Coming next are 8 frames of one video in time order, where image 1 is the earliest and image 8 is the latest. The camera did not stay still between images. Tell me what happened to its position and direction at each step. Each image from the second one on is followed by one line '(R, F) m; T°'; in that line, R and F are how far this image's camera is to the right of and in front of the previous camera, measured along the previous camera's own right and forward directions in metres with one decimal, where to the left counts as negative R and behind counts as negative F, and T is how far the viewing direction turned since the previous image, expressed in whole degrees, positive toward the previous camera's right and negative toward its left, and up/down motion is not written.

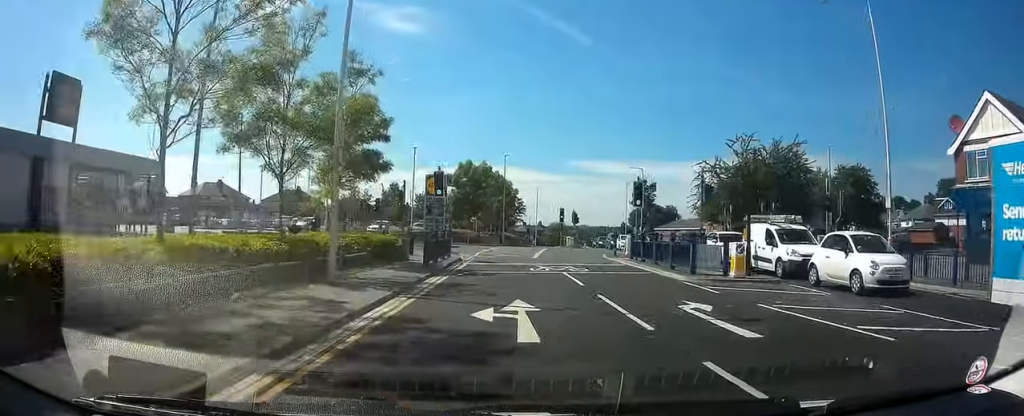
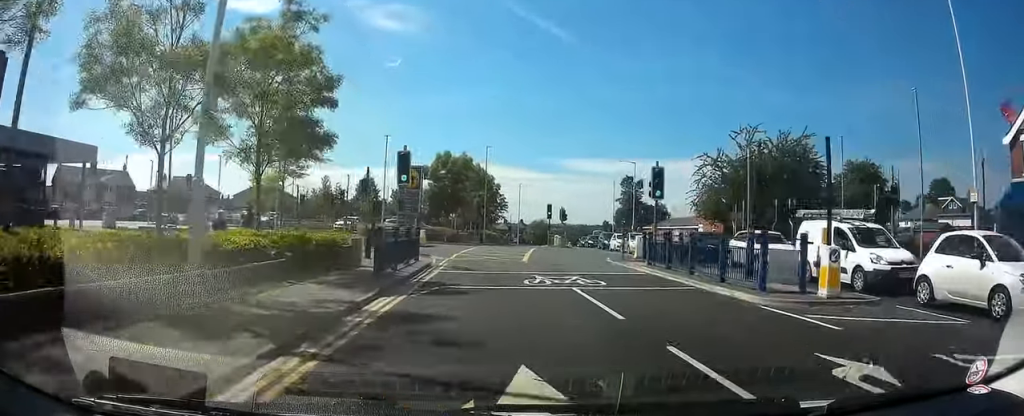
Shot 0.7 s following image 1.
(-0.1, +5.5) m; 0°
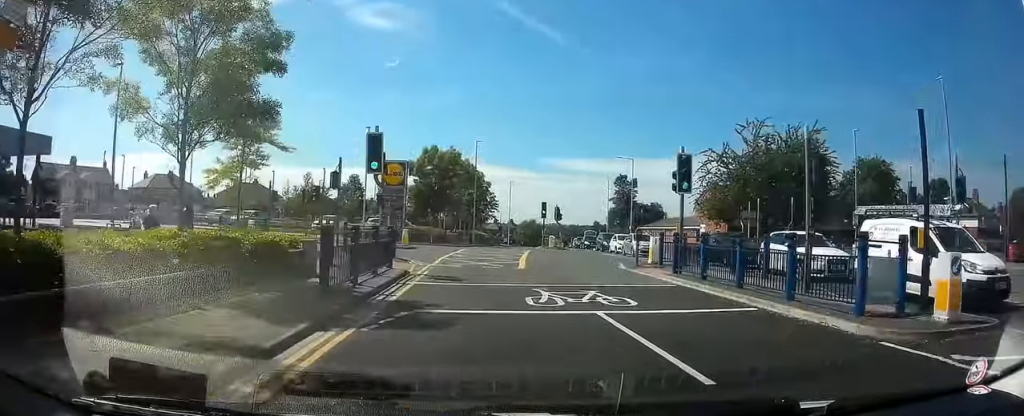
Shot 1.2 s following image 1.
(-0.3, +3.7) m; +1°
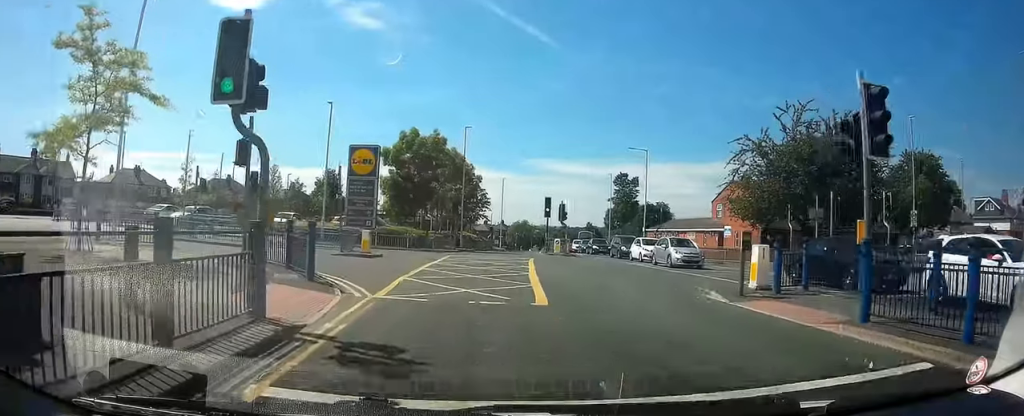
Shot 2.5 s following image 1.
(+0.8, +9.6) m; +5°
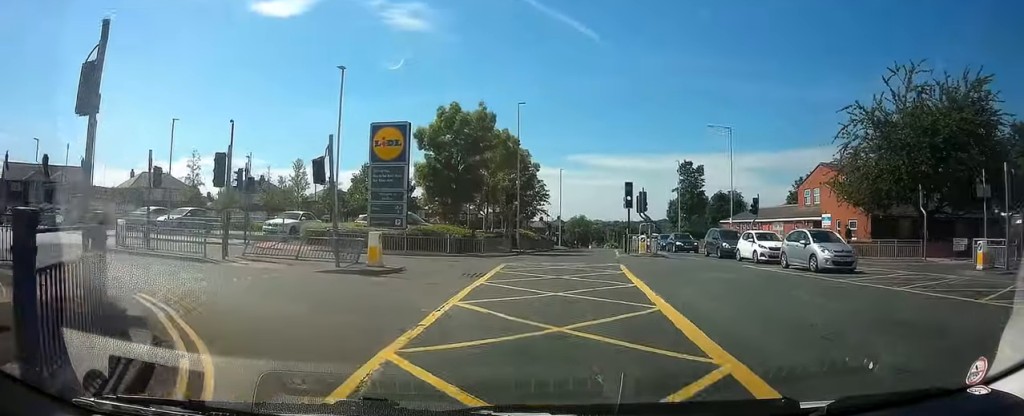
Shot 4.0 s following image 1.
(-0.3, +9.8) m; -6°
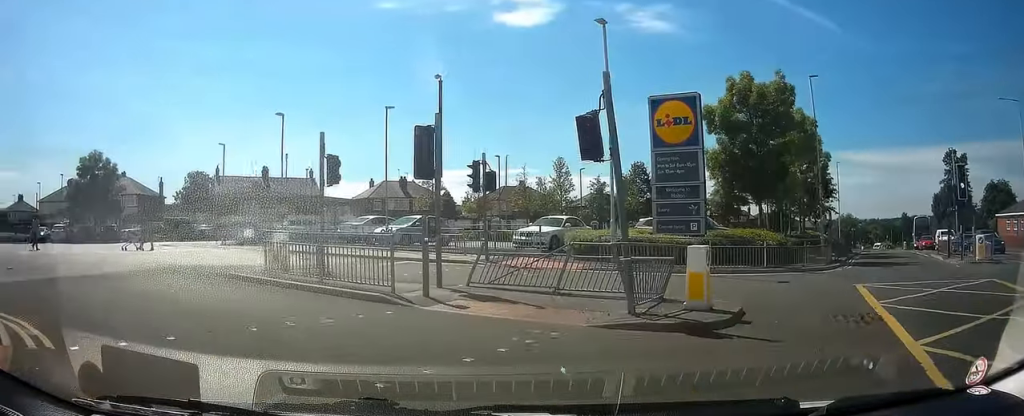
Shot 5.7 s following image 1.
(-1.2, +9.6) m; -12°
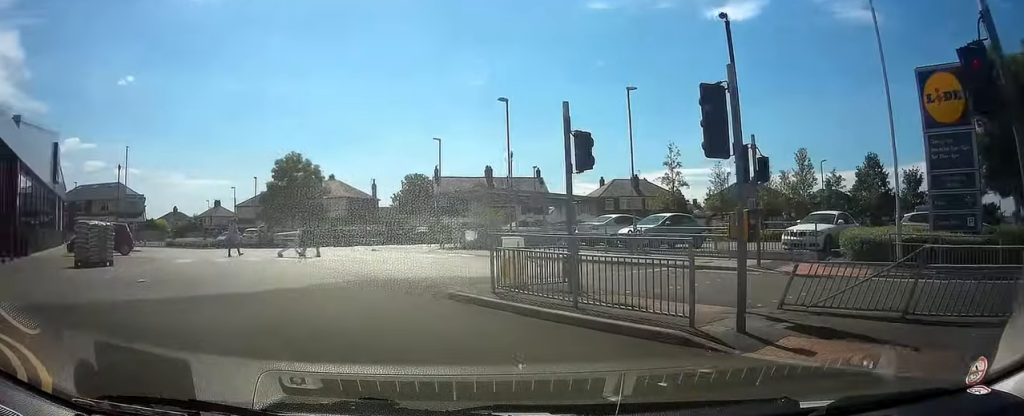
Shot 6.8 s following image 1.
(-0.1, +5.2) m; -8°
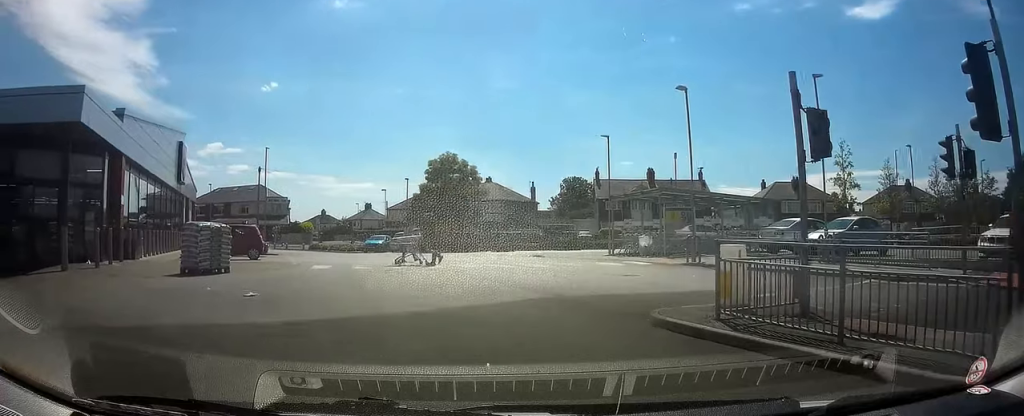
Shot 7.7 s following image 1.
(-0.3, +3.3) m; -15°
